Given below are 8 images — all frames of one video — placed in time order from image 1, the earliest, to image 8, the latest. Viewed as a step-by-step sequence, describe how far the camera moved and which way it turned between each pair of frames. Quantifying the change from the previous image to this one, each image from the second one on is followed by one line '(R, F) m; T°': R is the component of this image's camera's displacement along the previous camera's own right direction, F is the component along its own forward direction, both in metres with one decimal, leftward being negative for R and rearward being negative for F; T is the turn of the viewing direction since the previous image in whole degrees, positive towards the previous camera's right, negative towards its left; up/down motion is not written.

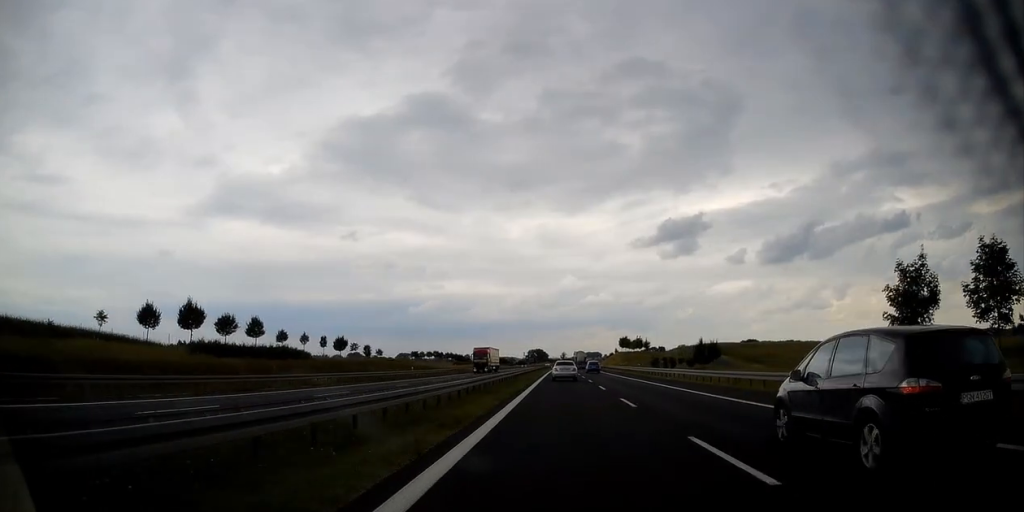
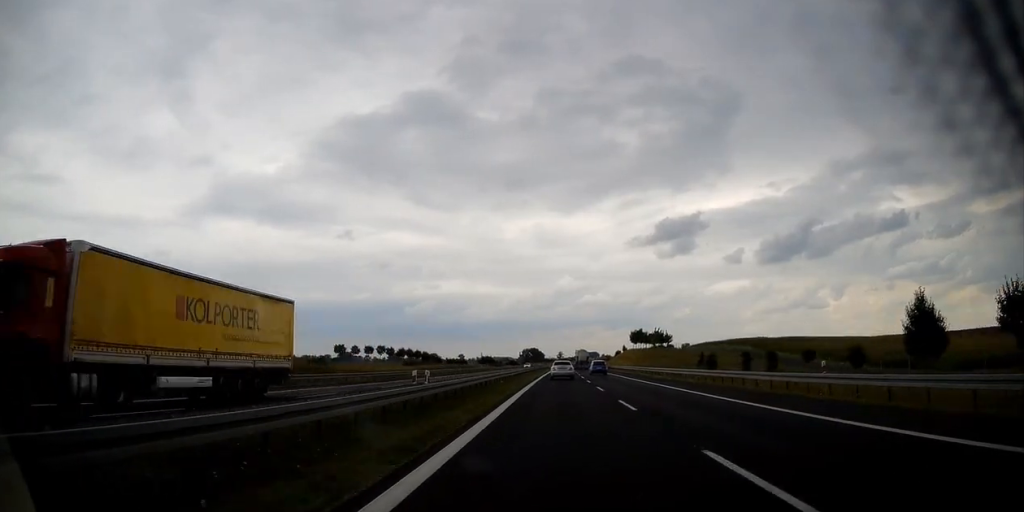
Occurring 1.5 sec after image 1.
(+0.2, +49.1) m; +1°
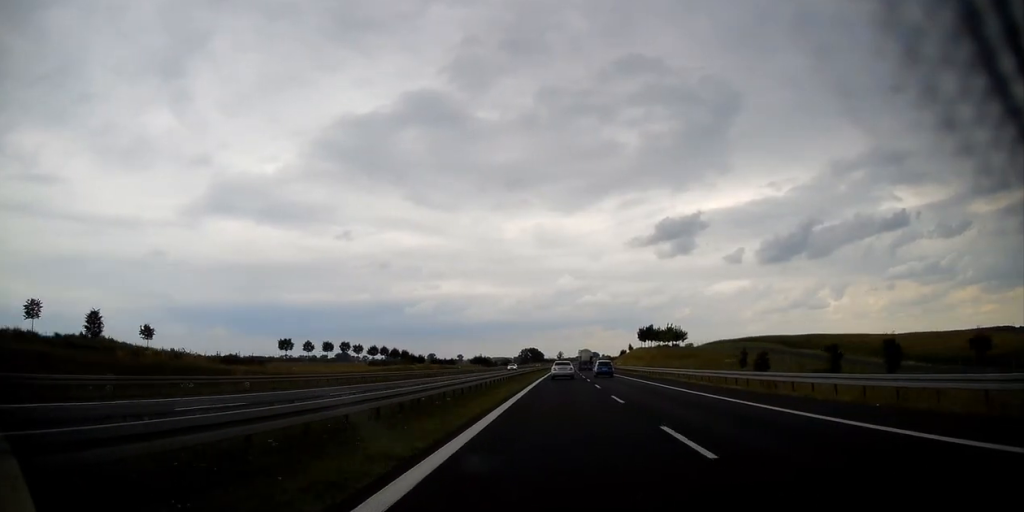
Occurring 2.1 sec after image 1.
(+0.1, +20.3) m; 0°
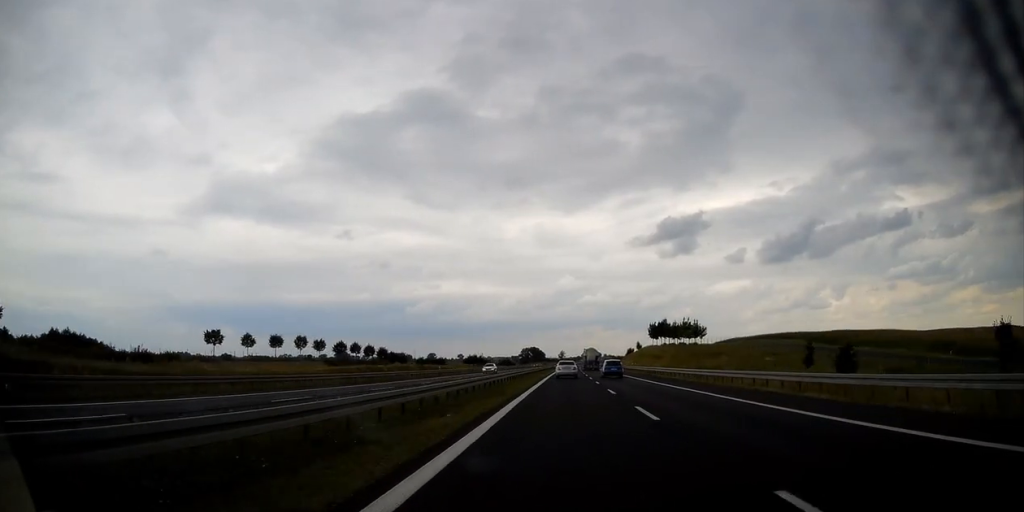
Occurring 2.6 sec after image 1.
(+0.1, +18.1) m; 0°
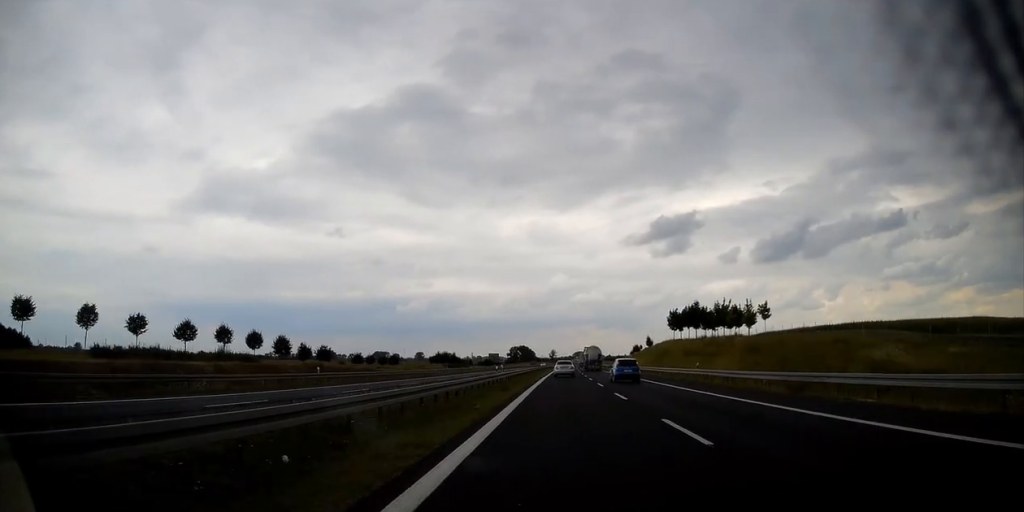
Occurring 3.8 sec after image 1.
(-0.2, +40.0) m; 0°
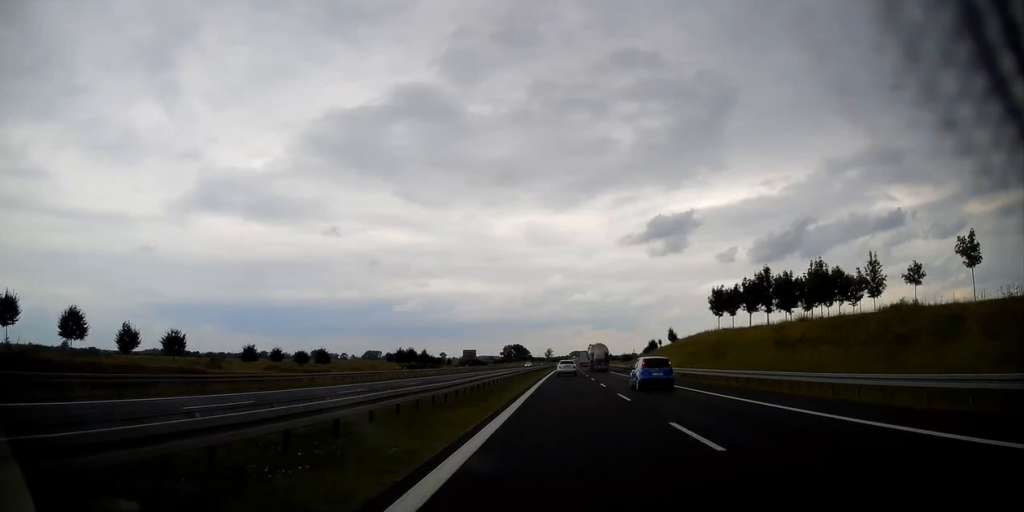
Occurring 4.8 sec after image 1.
(+0.4, +36.9) m; 0°
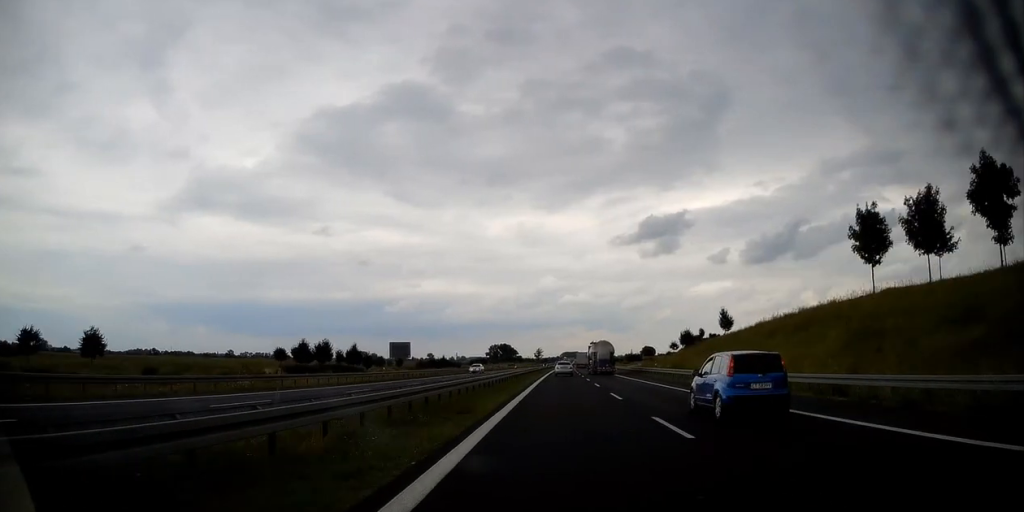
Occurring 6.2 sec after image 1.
(+0.1, +46.4) m; +1°
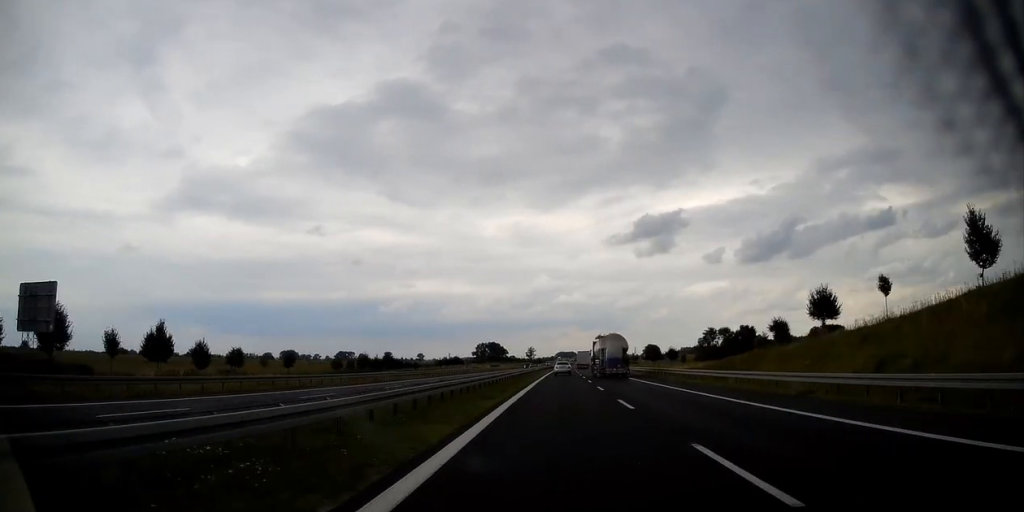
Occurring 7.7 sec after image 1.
(+0.5, +52.8) m; +1°
